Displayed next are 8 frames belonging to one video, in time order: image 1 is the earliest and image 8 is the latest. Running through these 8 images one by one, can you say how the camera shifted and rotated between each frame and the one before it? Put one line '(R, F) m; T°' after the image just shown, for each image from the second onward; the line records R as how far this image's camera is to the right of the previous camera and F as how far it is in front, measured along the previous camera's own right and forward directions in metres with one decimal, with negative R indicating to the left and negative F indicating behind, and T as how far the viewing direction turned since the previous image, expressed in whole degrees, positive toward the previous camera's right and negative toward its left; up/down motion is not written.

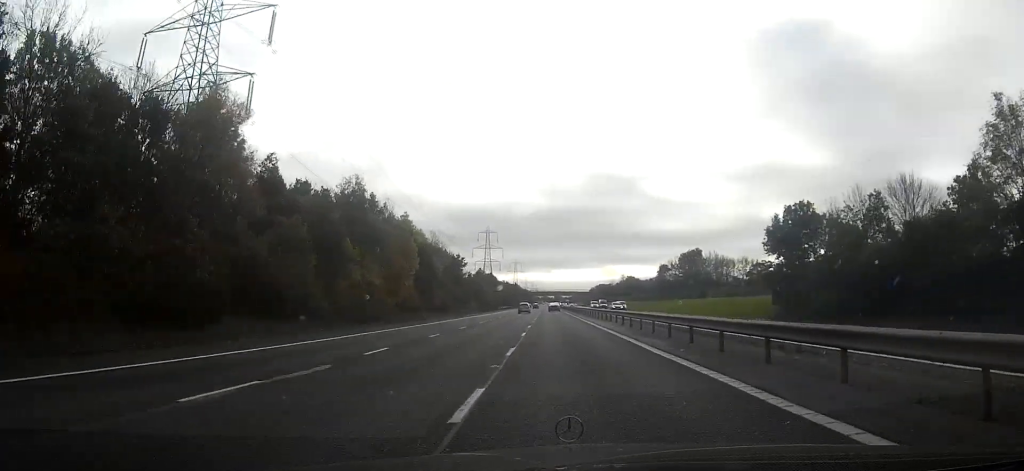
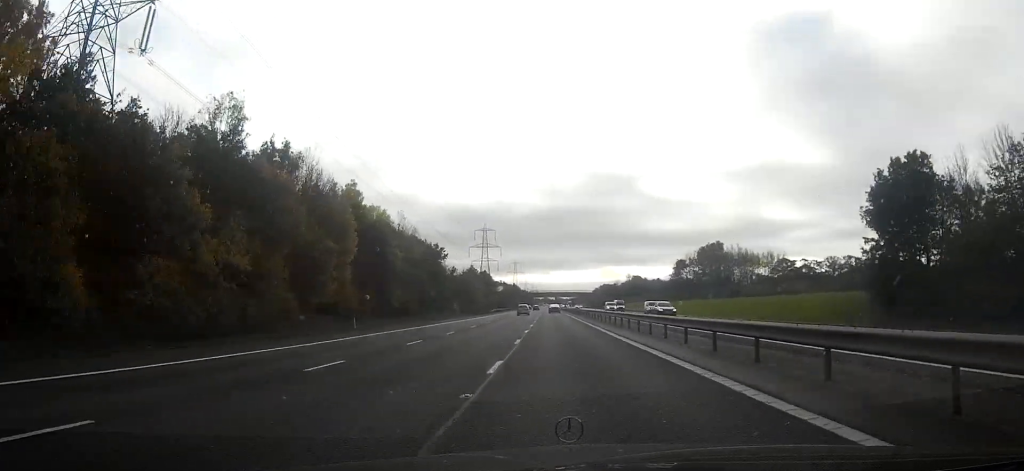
(-0.1, +21.9) m; 0°
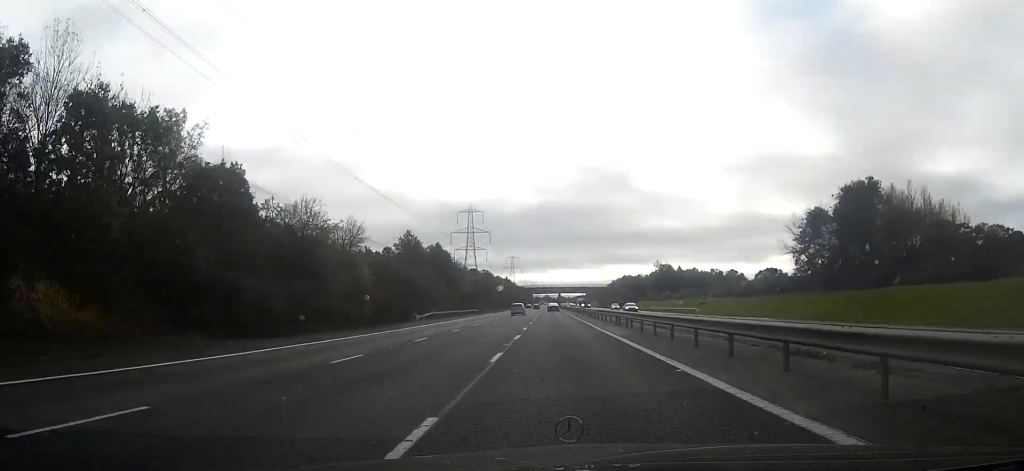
(+0.1, +78.7) m; 0°
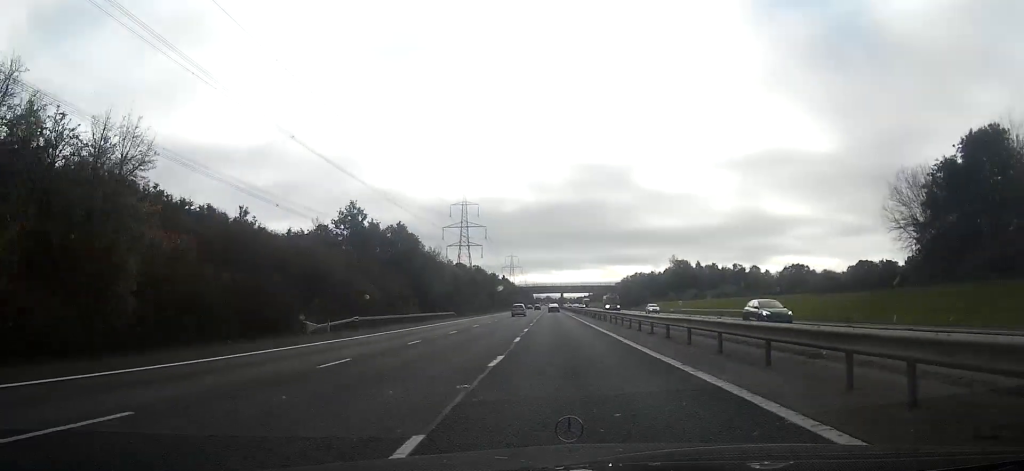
(+0.1, +27.9) m; 0°
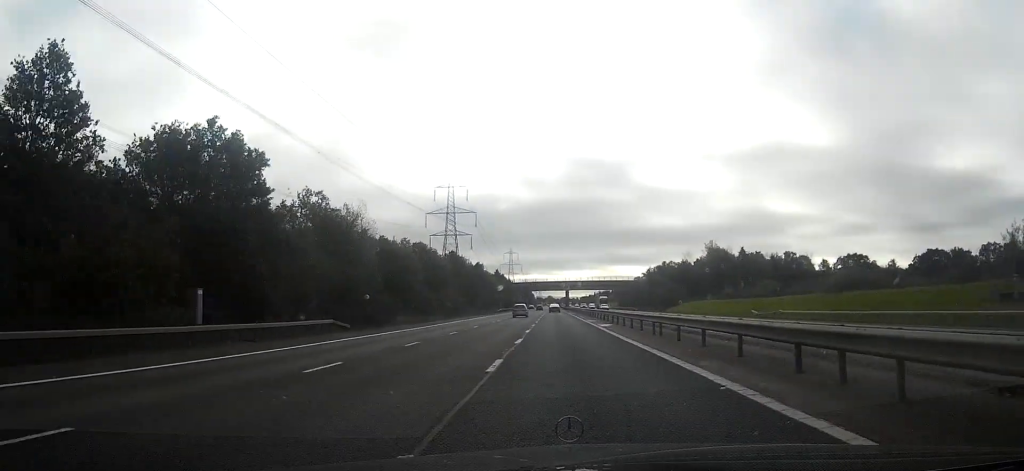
(-0.2, +46.0) m; 0°
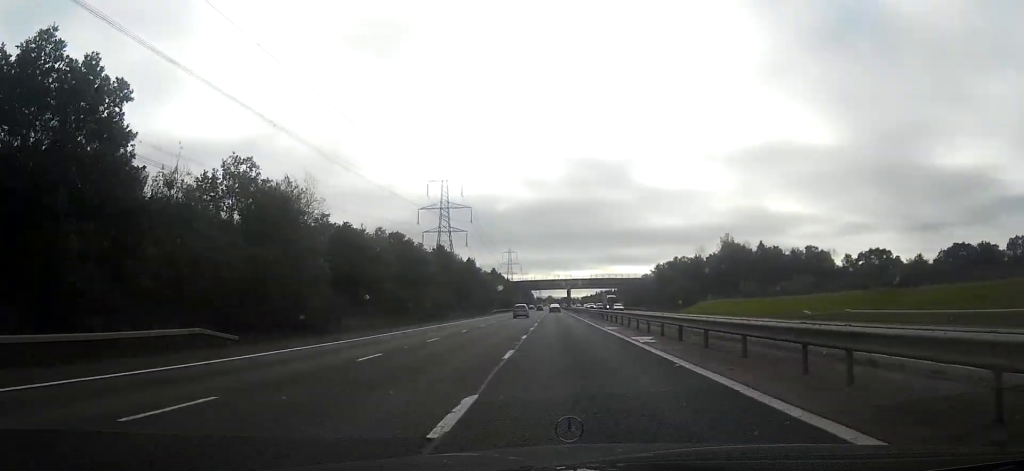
(+0.1, +14.6) m; 0°
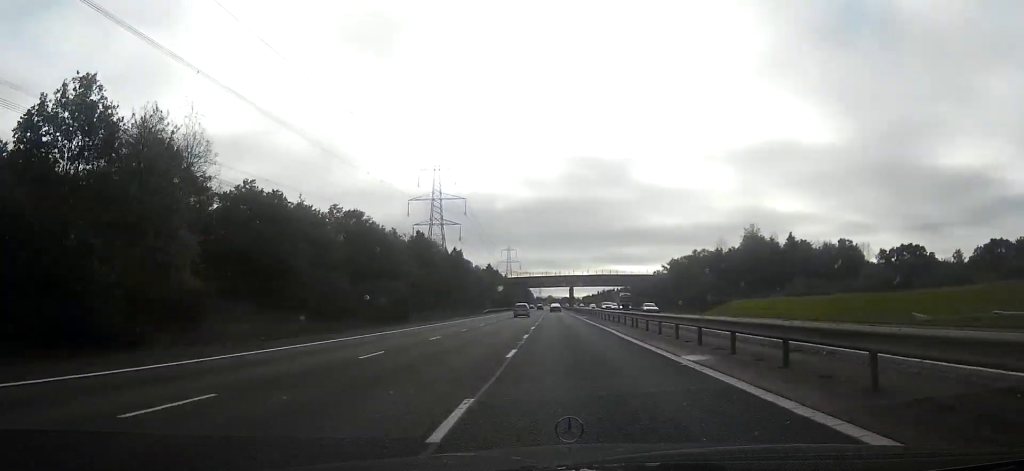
(+0.1, +18.2) m; 0°
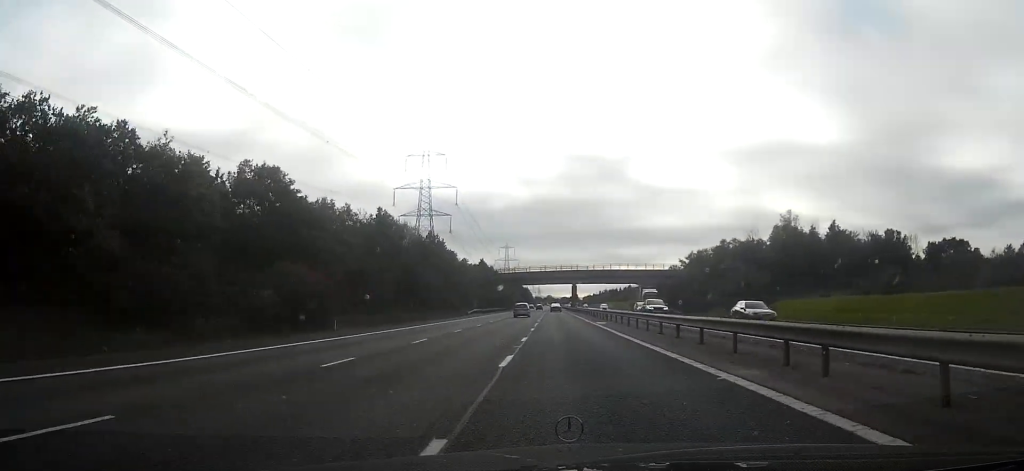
(-0.1, +20.7) m; 0°
